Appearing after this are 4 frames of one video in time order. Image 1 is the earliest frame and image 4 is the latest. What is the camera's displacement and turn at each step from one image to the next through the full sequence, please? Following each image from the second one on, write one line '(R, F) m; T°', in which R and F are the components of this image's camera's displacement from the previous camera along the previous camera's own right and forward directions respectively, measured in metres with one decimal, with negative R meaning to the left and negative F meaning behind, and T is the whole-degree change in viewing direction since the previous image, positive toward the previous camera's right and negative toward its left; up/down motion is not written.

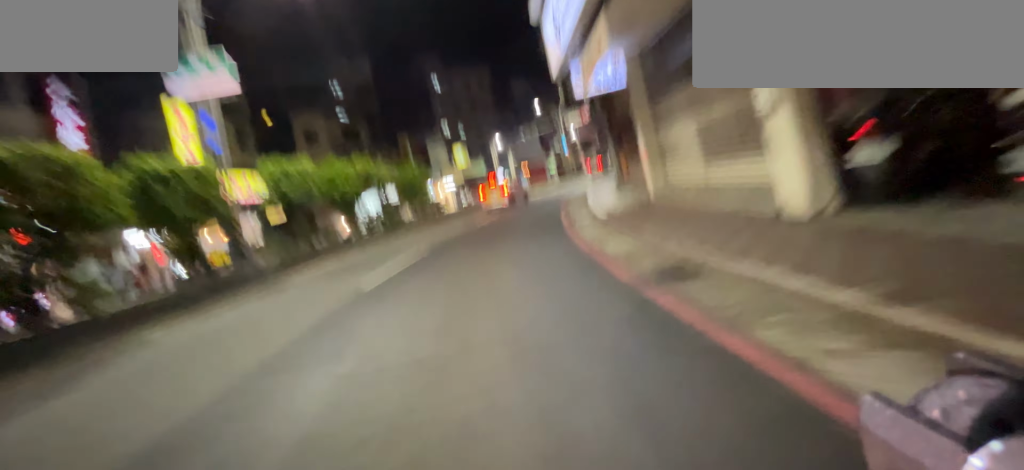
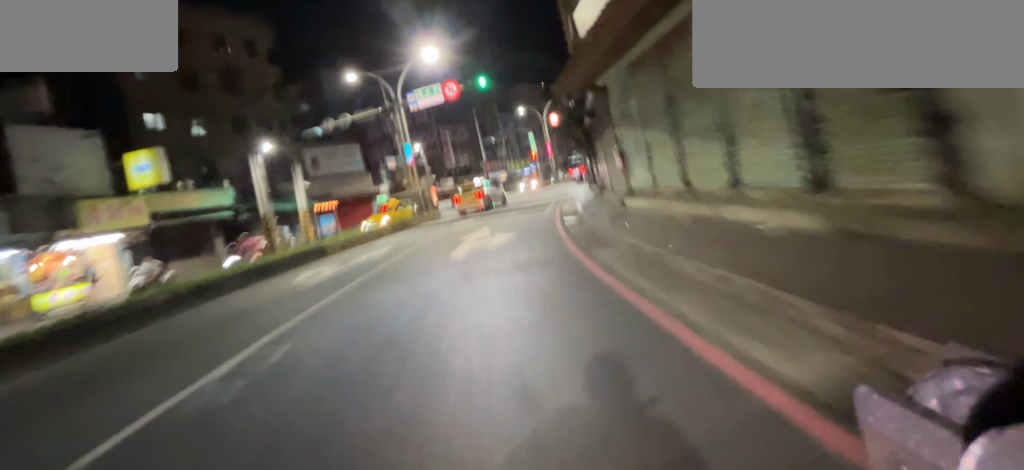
(+1.4, +23.6) m; +15°
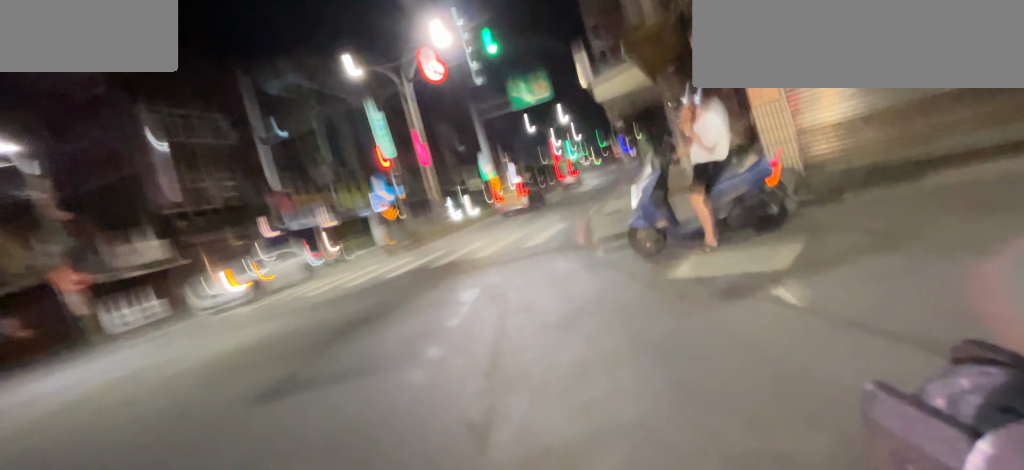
(+7.0, +23.0) m; +22°
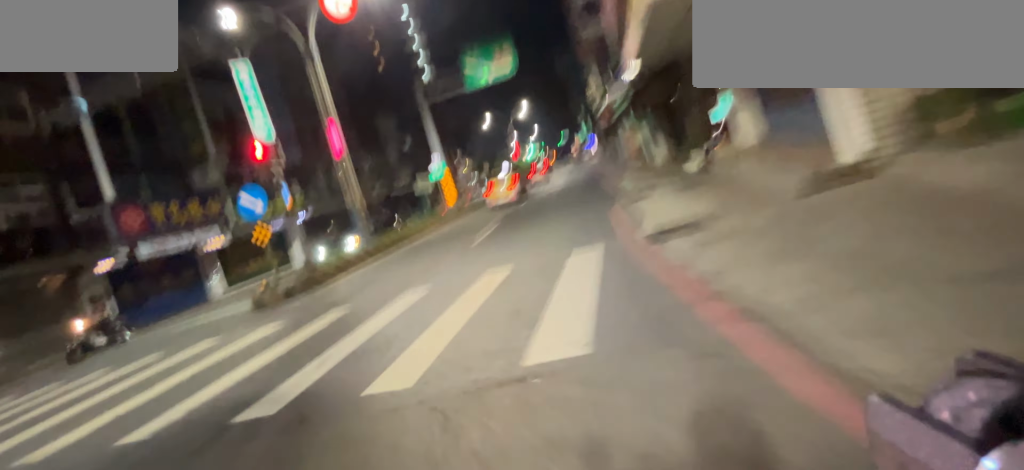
(0.0, +6.0) m; +3°
